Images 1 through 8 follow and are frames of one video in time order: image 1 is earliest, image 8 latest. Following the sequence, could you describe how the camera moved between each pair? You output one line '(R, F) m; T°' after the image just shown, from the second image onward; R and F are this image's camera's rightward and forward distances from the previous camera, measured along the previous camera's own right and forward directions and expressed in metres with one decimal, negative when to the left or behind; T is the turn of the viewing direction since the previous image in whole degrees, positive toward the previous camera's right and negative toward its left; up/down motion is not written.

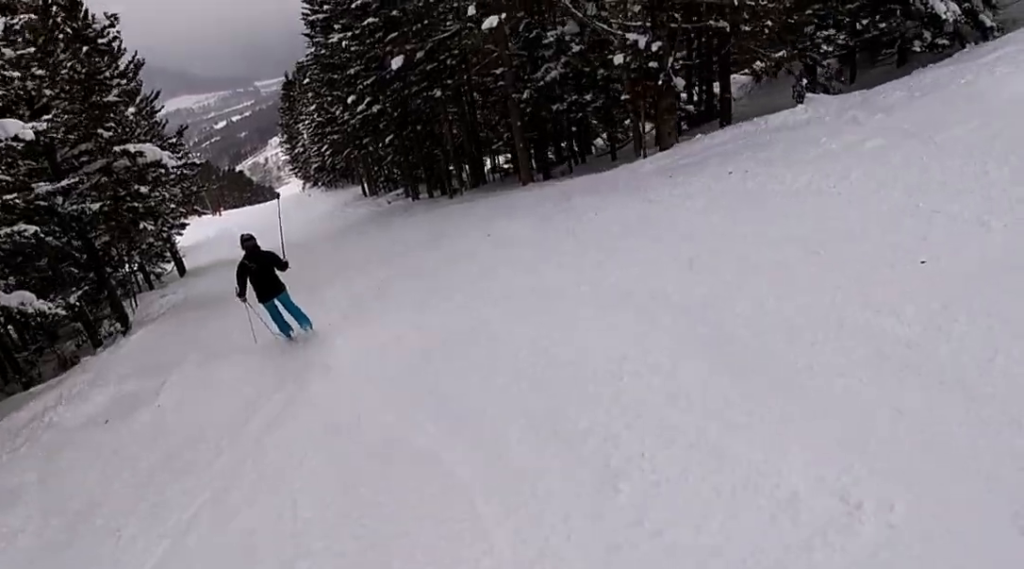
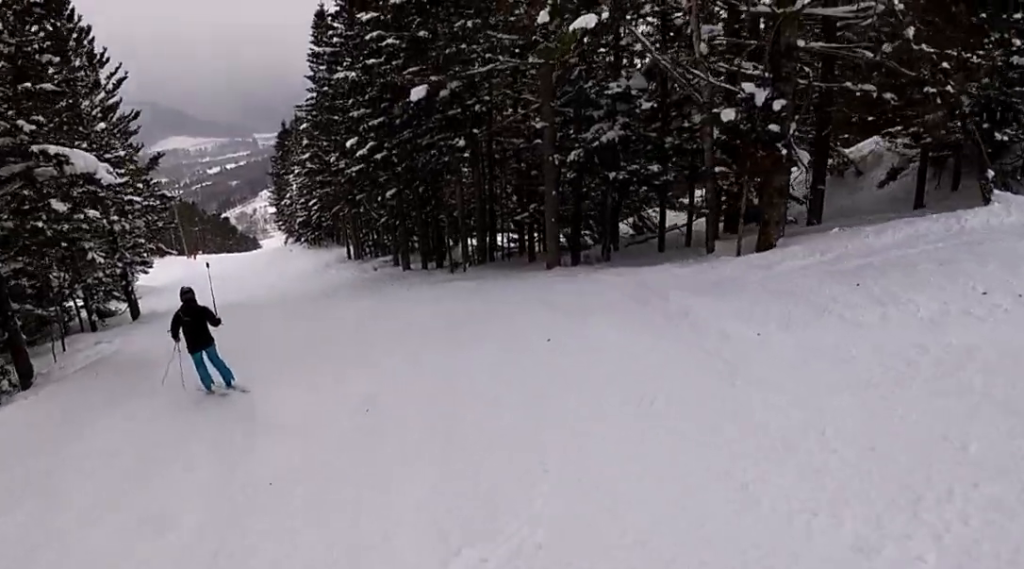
(+0.3, +5.2) m; +4°
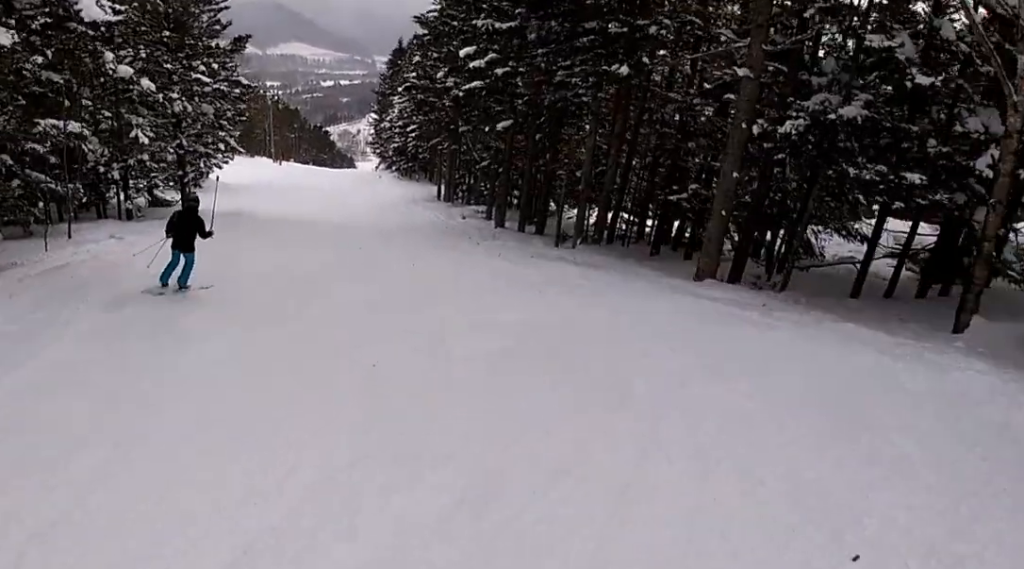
(+0.1, +5.5) m; +2°
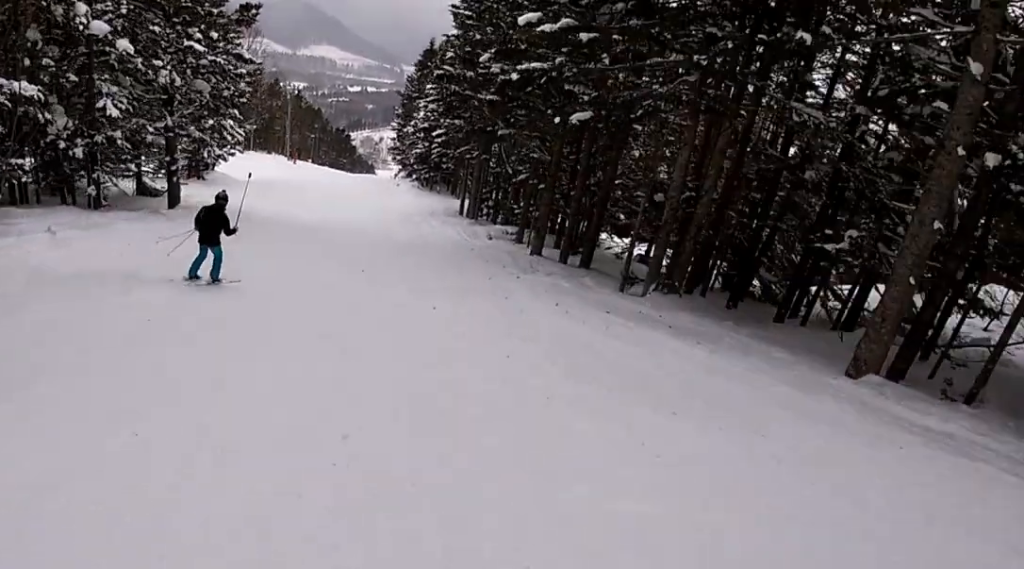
(+0.3, +5.0) m; -2°
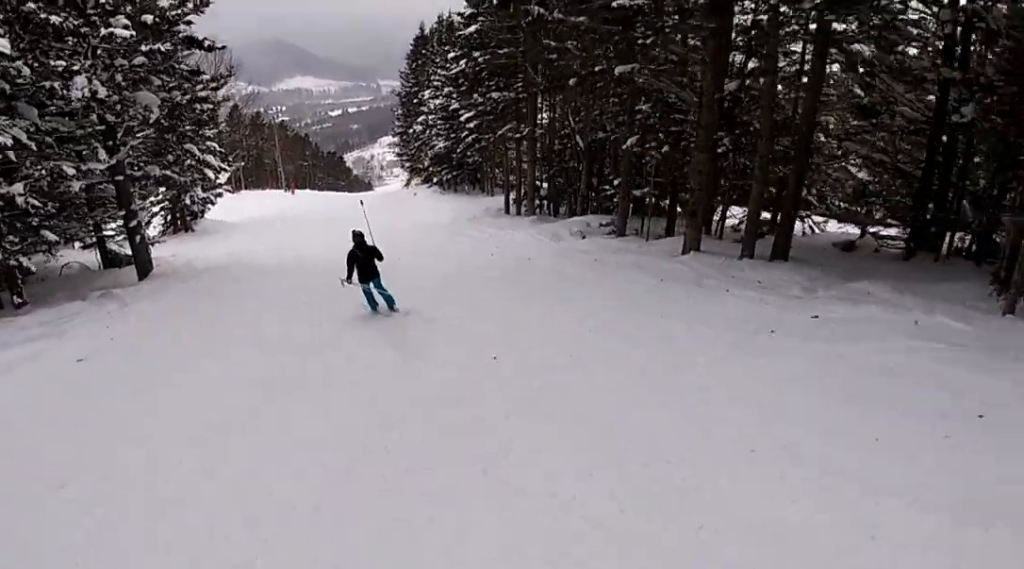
(-0.3, +8.7) m; -3°
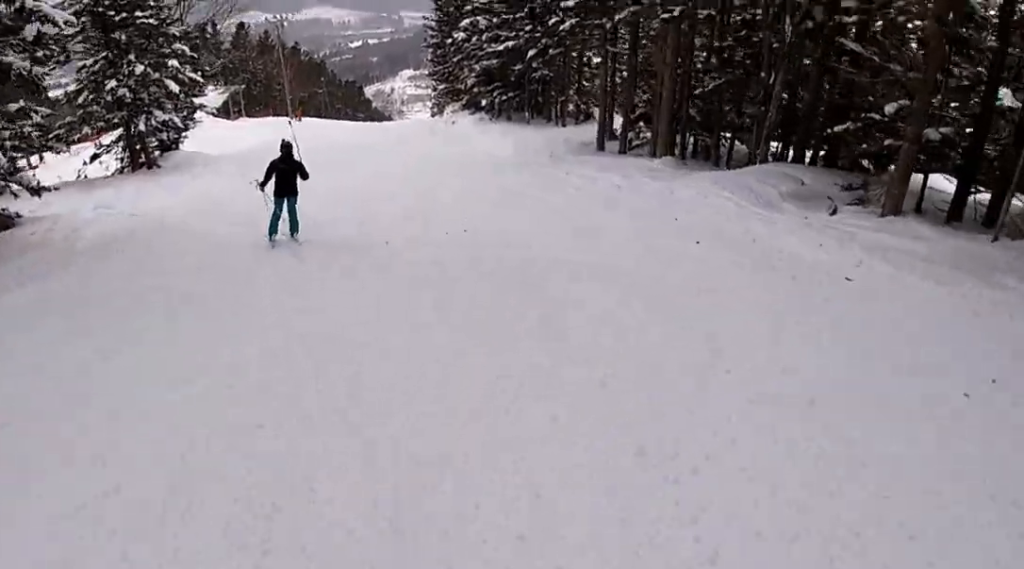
(-0.3, +11.1) m; 0°
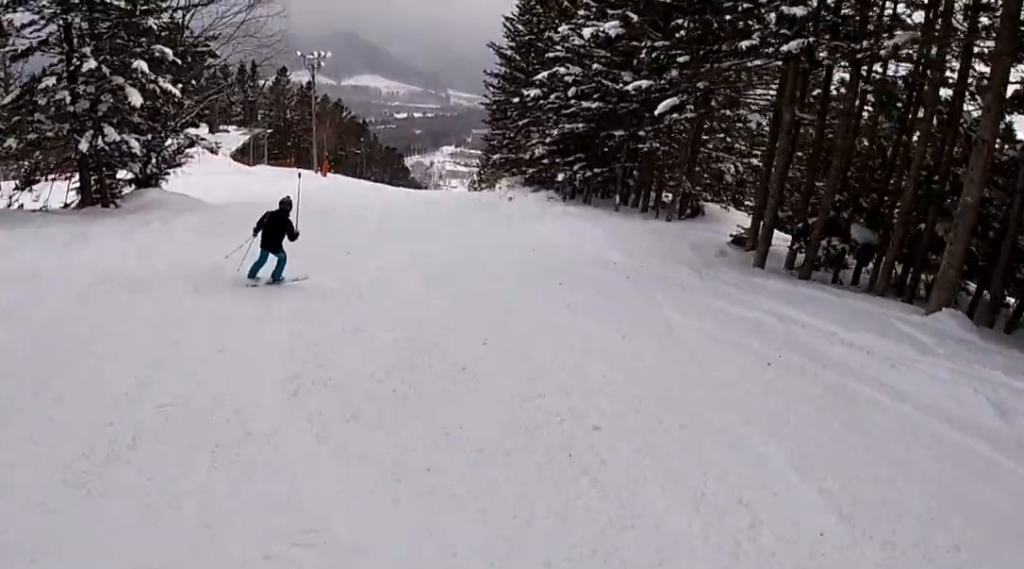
(+0.2, +9.0) m; +1°
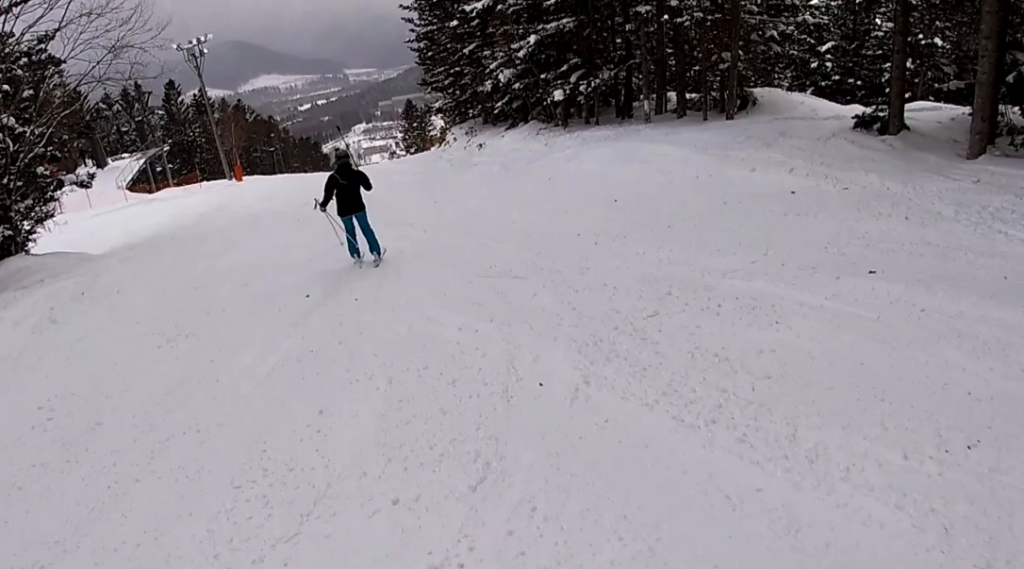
(0.0, +6.9) m; 0°
